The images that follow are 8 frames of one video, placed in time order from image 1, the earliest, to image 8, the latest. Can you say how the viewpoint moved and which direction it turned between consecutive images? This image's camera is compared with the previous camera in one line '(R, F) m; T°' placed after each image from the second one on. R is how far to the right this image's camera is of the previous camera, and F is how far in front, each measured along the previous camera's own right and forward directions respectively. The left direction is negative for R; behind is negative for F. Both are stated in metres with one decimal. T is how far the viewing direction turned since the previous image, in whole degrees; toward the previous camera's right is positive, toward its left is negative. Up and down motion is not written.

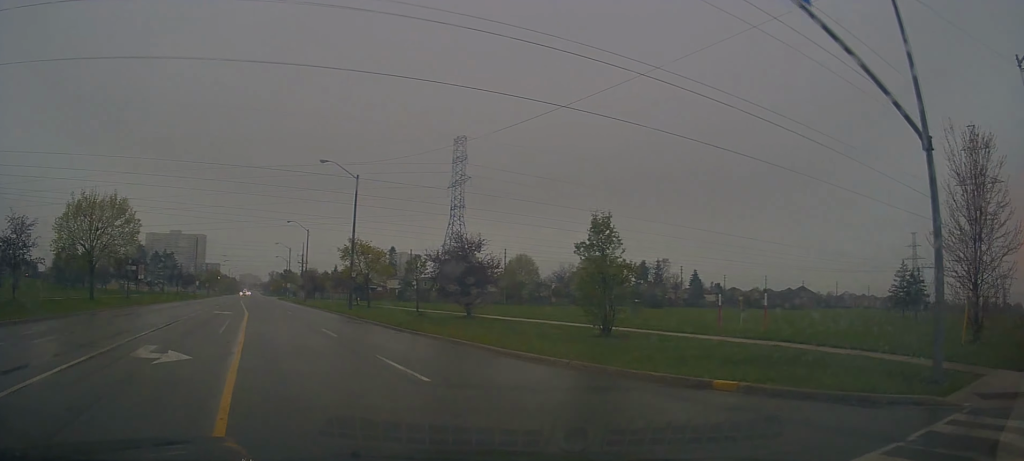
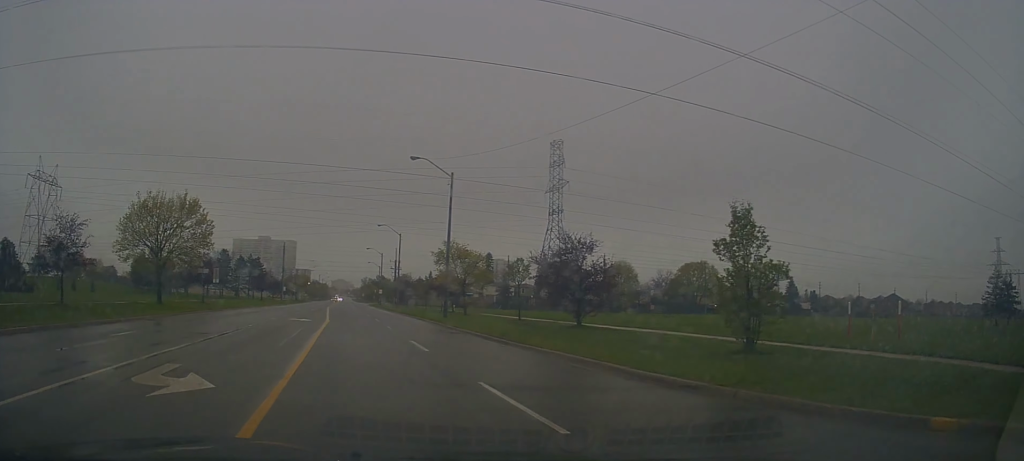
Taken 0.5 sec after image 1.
(-0.2, +2.9) m; -7°
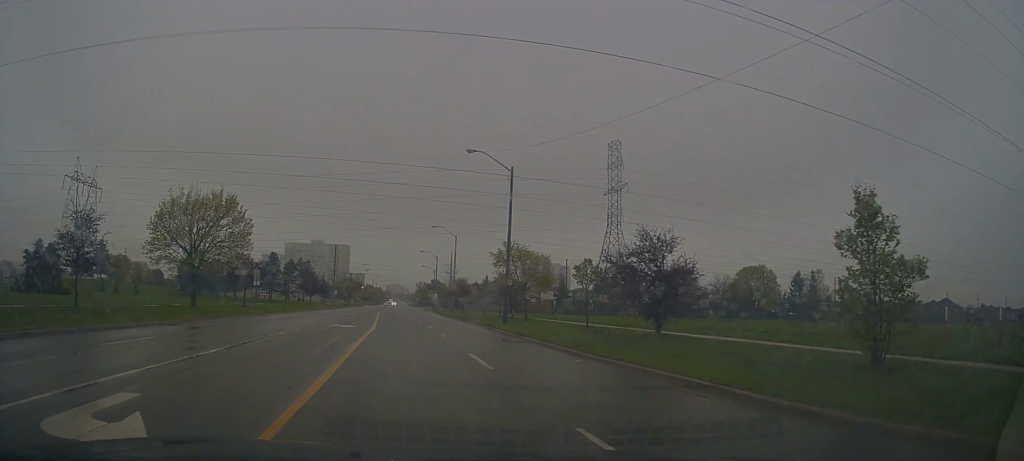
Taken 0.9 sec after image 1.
(-0.2, +2.9) m; -3°
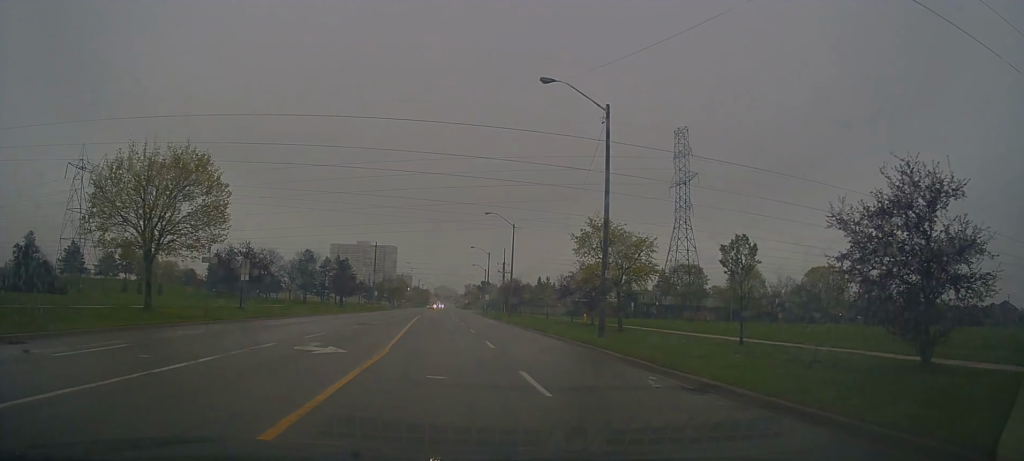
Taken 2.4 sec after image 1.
(-1.0, +11.7) m; -12°
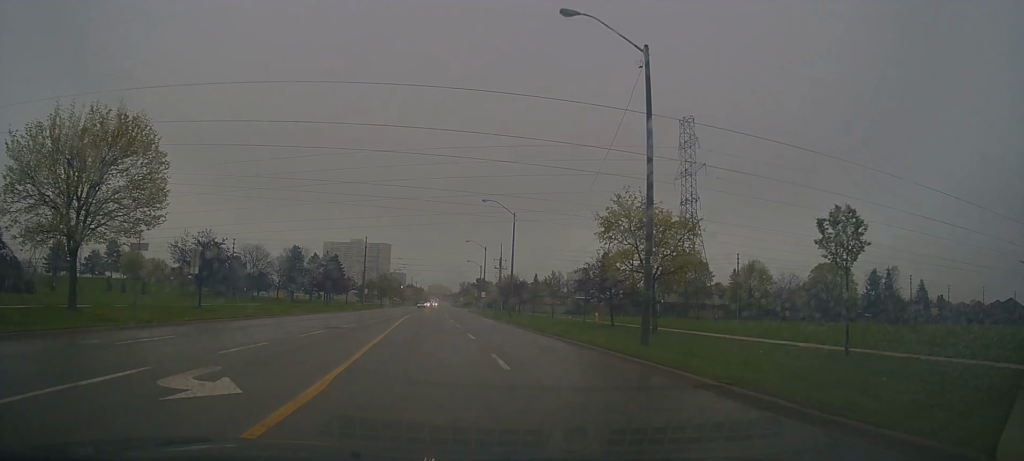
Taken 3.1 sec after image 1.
(-0.4, +6.3) m; -1°
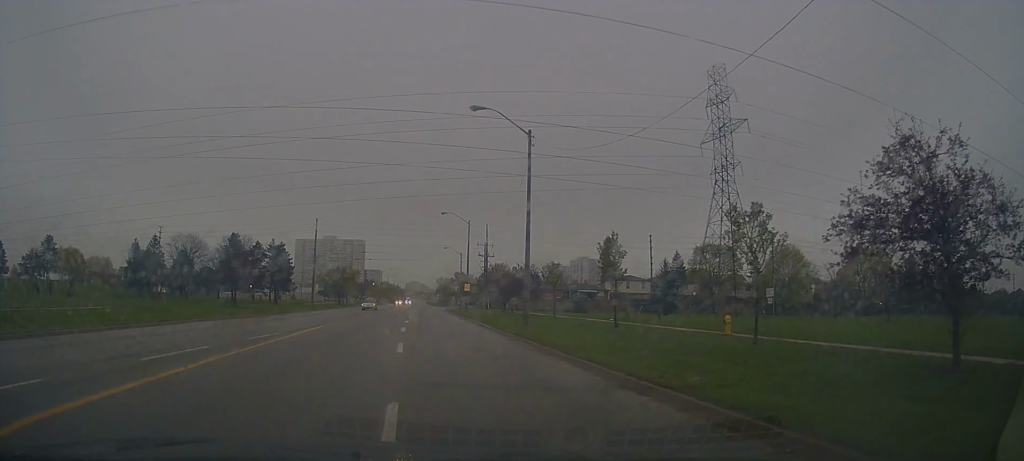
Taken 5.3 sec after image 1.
(+1.1, +25.0) m; +4°
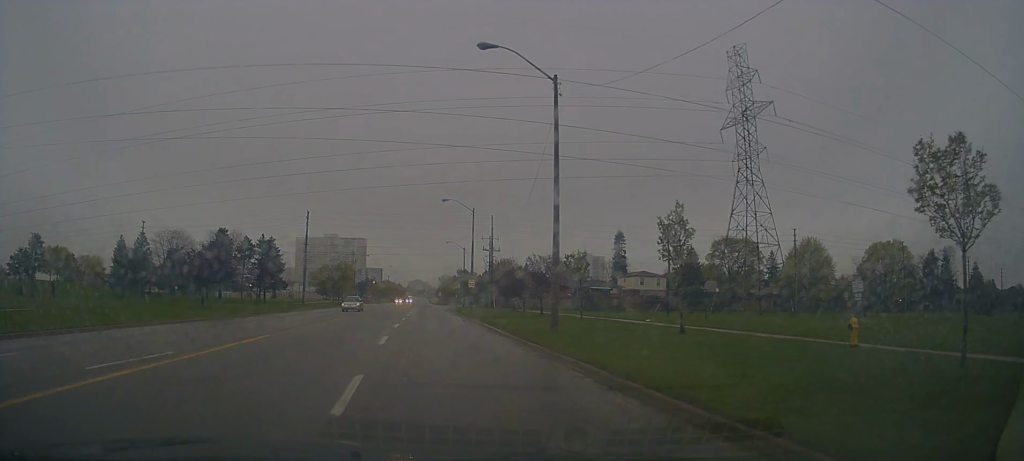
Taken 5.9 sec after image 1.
(0.0, +7.2) m; 0°
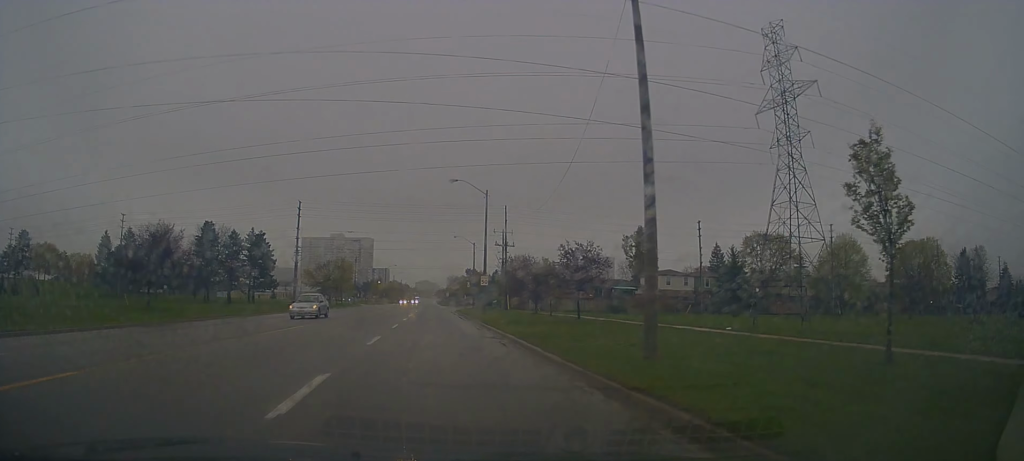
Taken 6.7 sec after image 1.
(+0.1, +9.9) m; -1°
